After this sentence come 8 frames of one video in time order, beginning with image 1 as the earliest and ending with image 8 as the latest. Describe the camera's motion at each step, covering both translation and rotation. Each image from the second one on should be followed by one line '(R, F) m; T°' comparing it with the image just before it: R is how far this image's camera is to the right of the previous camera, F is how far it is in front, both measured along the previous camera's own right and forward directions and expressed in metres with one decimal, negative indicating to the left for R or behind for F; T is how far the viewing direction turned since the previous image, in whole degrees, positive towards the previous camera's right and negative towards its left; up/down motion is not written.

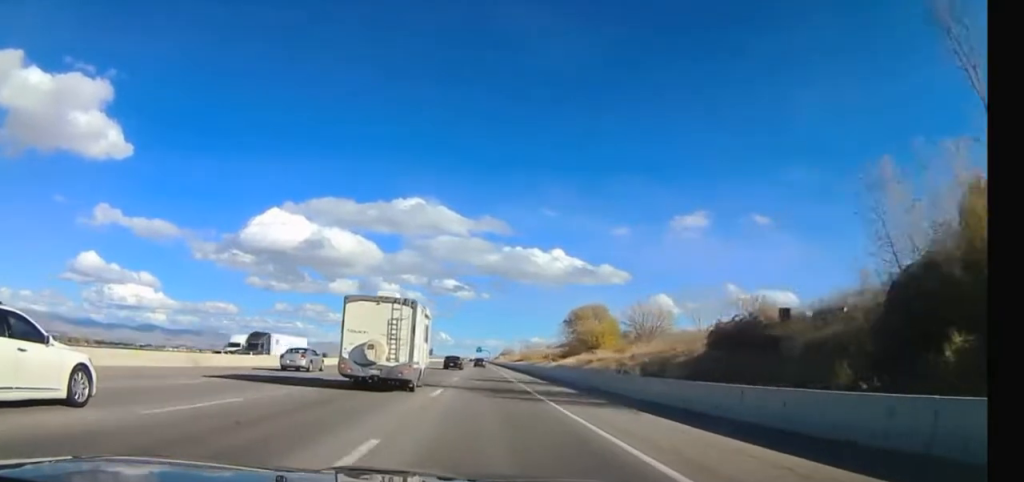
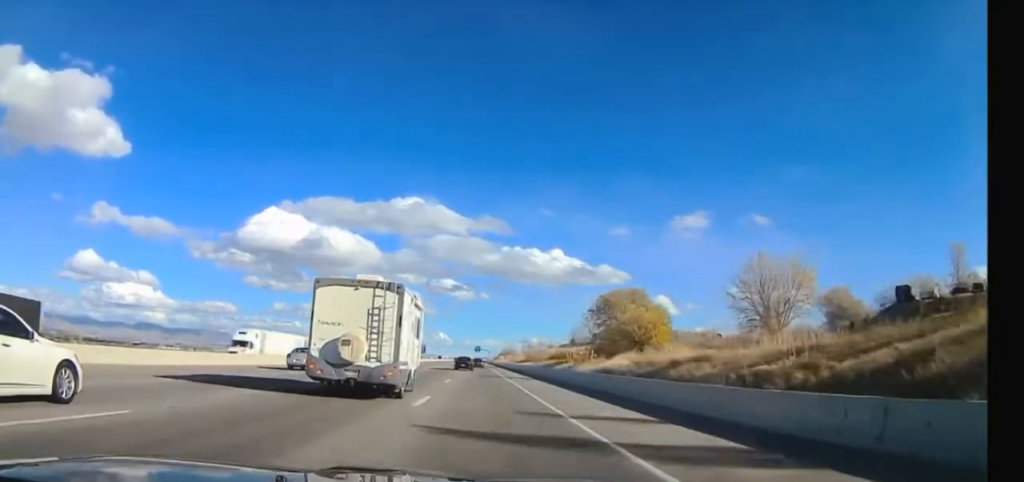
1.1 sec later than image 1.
(0.0, +40.8) m; 0°
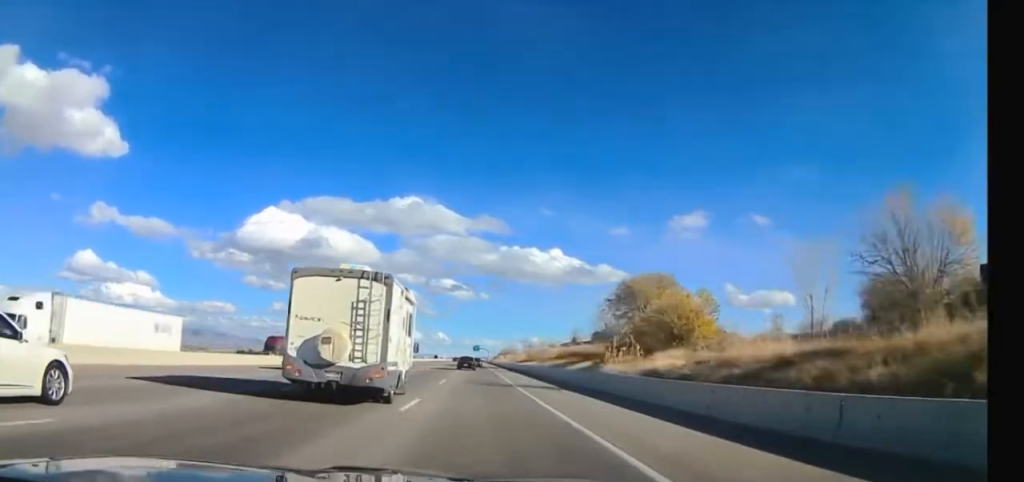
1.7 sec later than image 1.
(0.0, +16.9) m; 0°
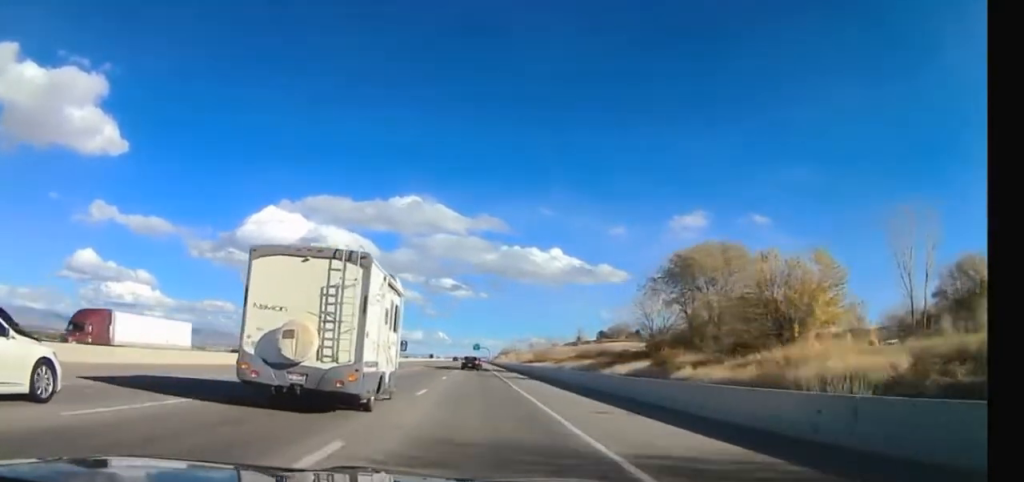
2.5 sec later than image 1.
(0.0, +25.1) m; 0°
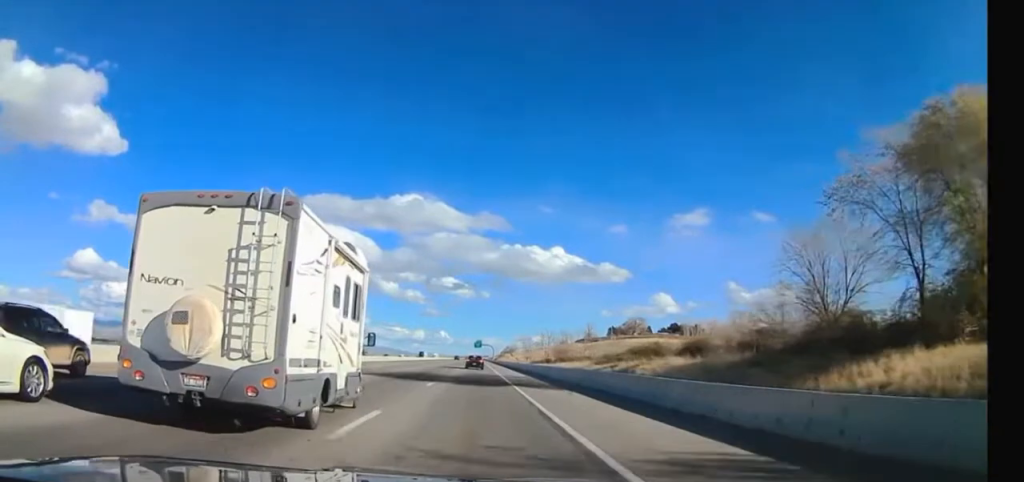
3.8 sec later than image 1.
(0.0, +41.2) m; 0°
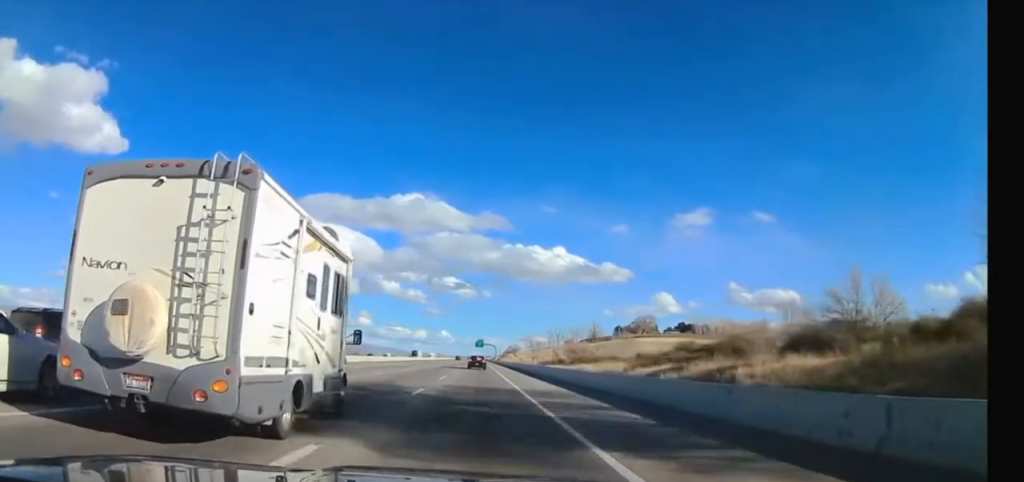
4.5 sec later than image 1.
(0.0, +21.3) m; -3°
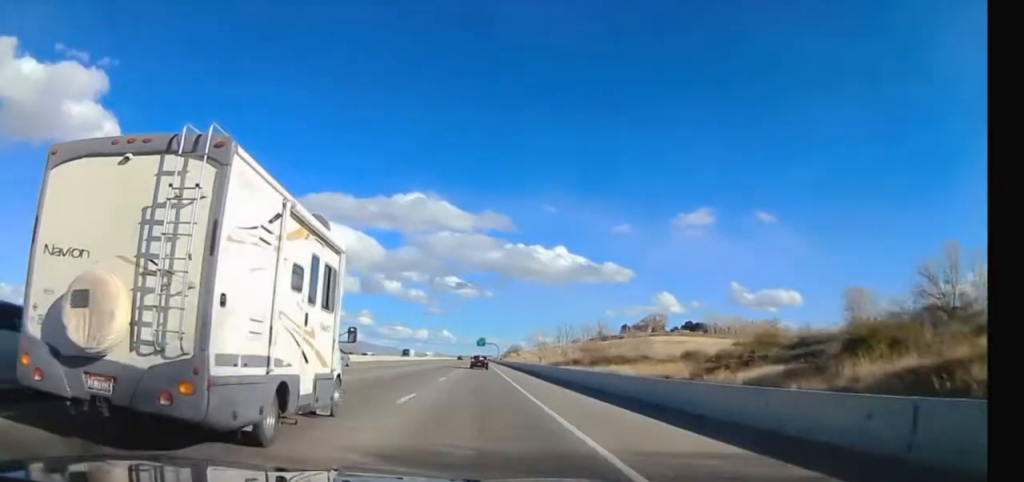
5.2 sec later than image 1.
(0.0, +18.6) m; -3°
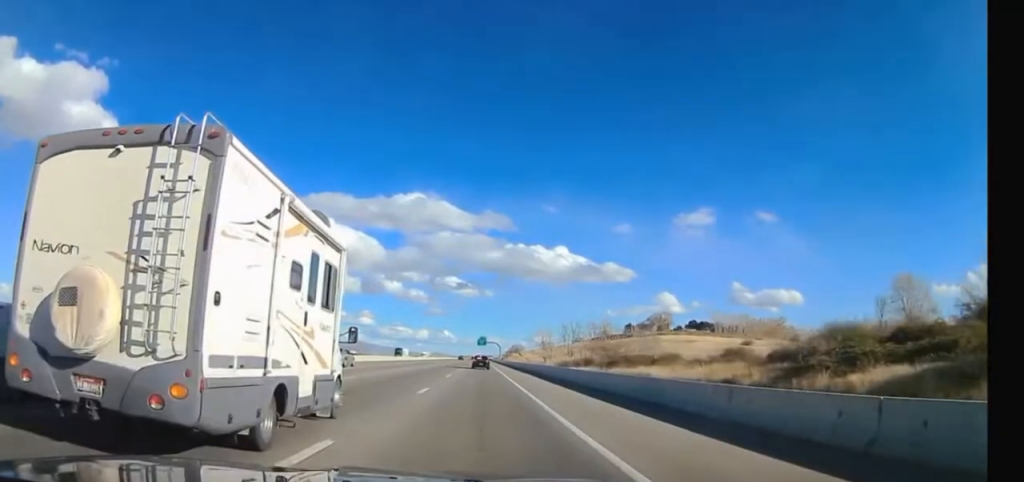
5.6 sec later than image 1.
(-1.0, +10.8) m; -1°
